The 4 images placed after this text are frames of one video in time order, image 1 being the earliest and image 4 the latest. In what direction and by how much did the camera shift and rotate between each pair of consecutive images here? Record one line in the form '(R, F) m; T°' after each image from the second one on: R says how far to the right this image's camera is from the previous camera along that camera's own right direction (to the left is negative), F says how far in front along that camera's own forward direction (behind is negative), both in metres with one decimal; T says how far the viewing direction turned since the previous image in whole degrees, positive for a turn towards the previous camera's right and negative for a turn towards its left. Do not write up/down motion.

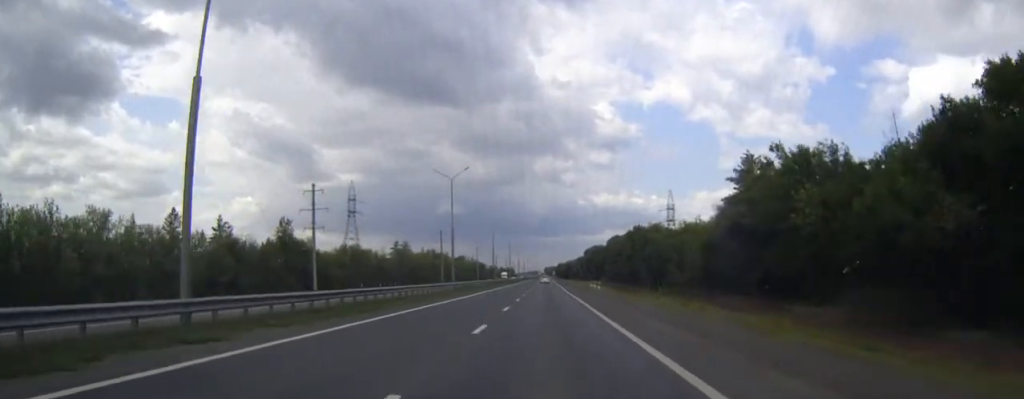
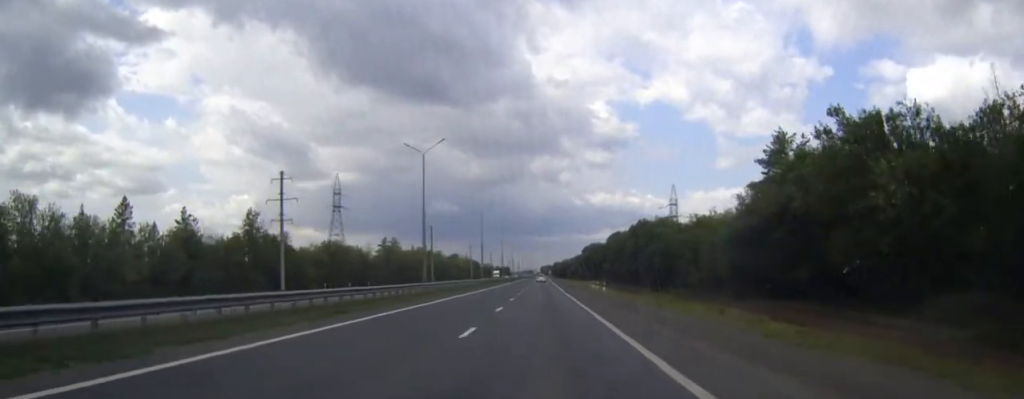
(0.0, +14.1) m; 0°
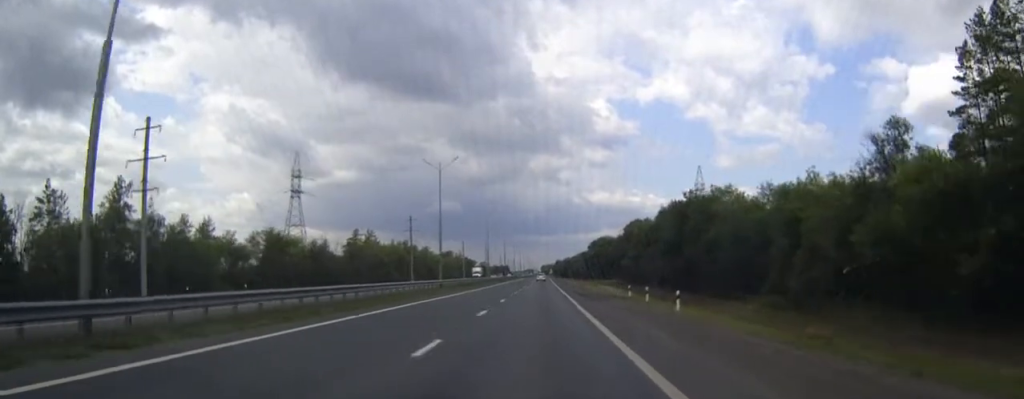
(0.0, +40.3) m; 0°
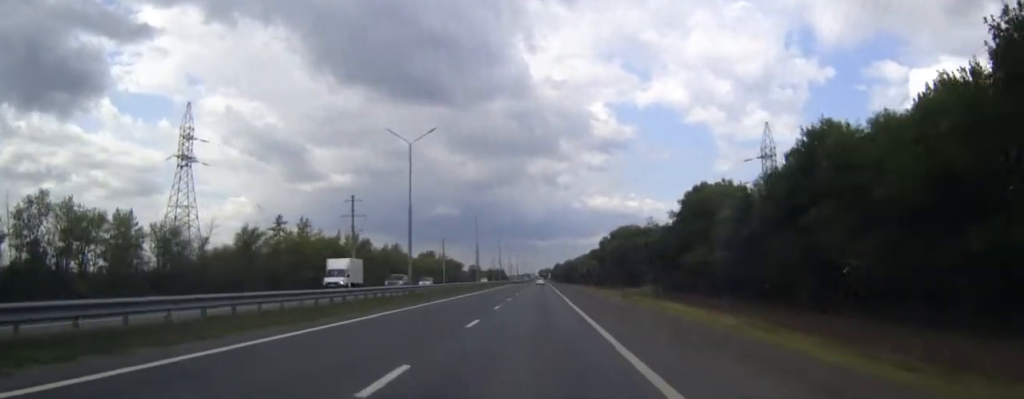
(0.0, +65.8) m; 0°
